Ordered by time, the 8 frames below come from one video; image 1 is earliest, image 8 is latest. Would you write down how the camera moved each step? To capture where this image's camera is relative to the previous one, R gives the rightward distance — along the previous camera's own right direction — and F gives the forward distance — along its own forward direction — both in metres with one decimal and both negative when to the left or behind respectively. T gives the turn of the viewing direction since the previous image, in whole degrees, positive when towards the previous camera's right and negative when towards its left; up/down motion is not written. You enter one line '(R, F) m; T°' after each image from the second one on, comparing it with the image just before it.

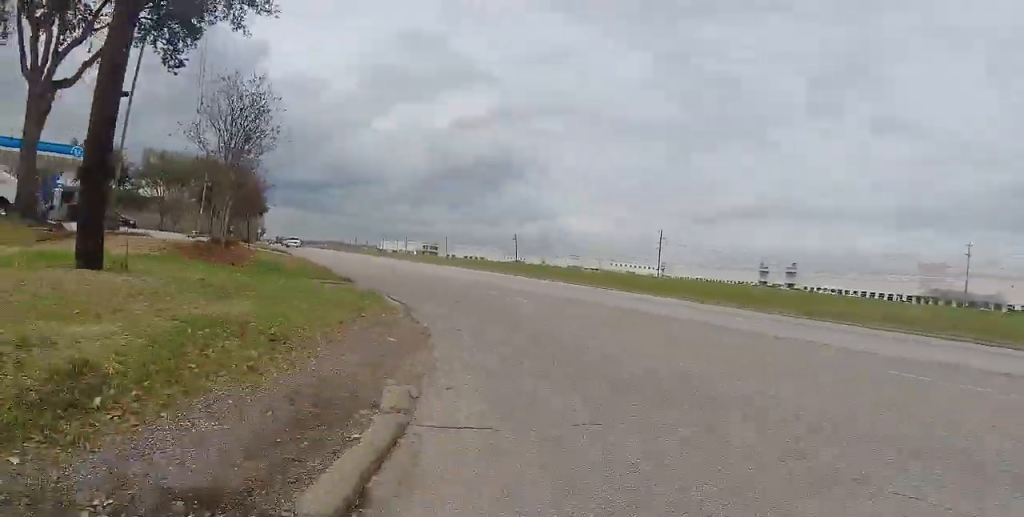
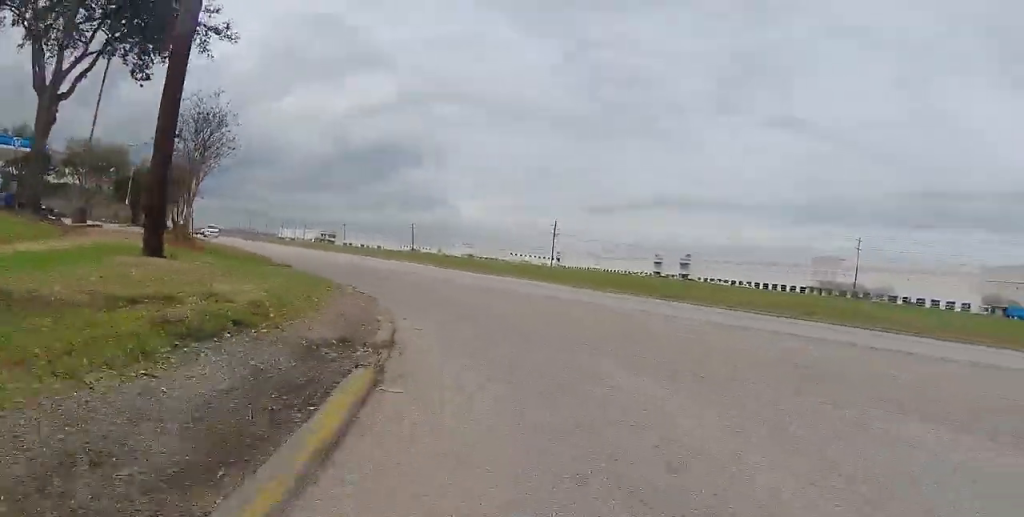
(+0.1, +3.6) m; +7°
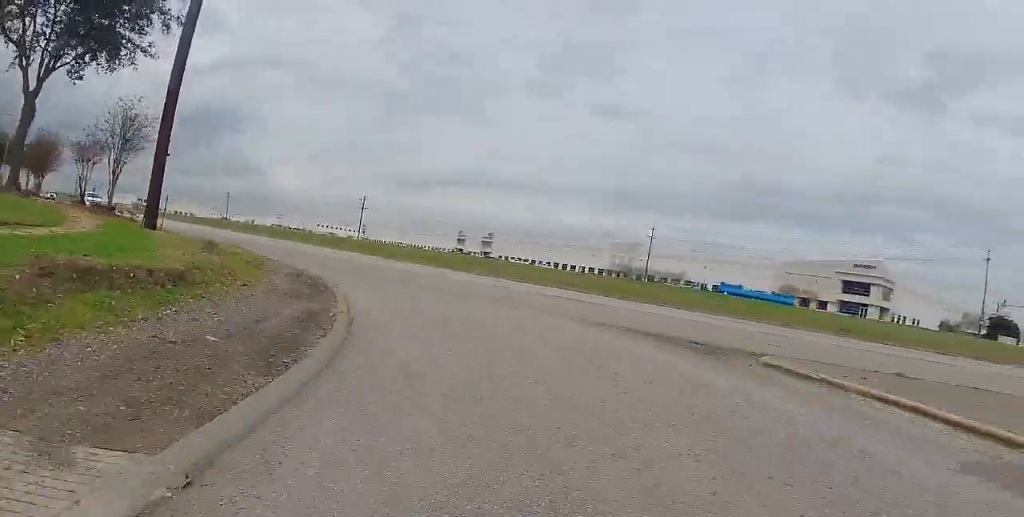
(+1.1, +6.7) m; +20°
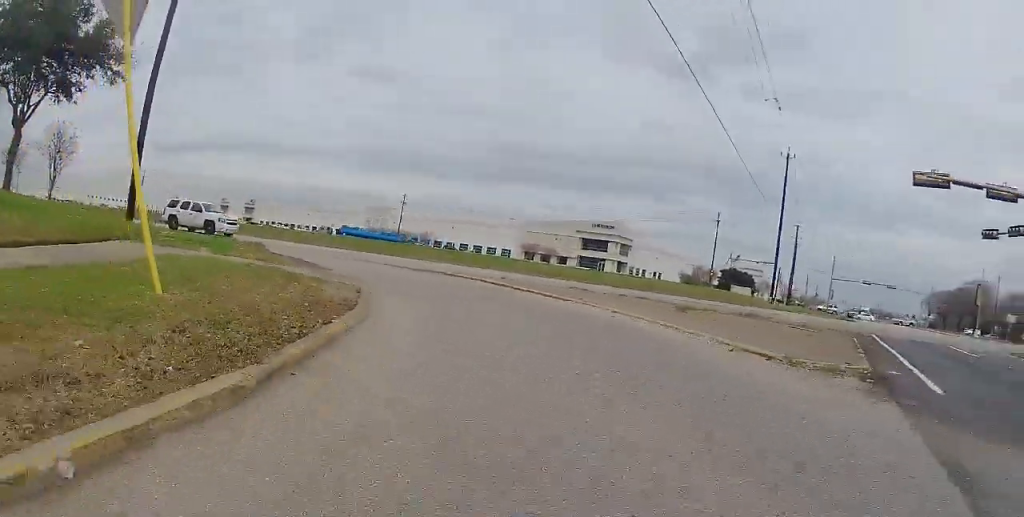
(+3.5, +12.0) m; +26°
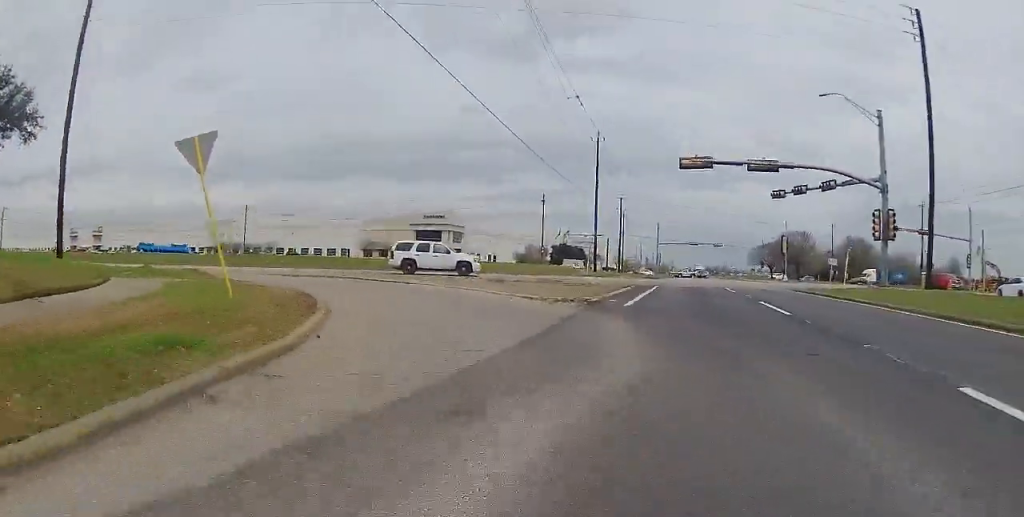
(+0.5, +6.3) m; +9°
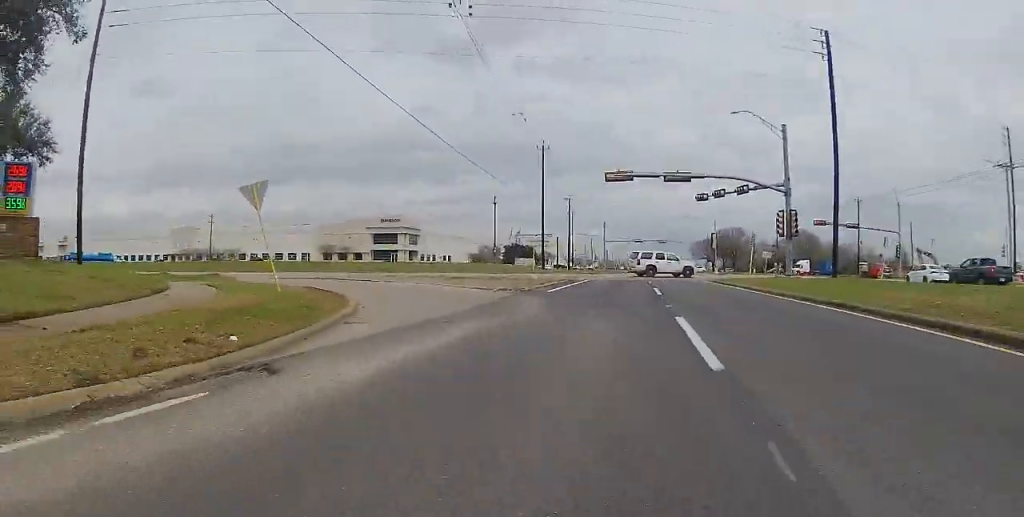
(+0.4, +5.4) m; +8°
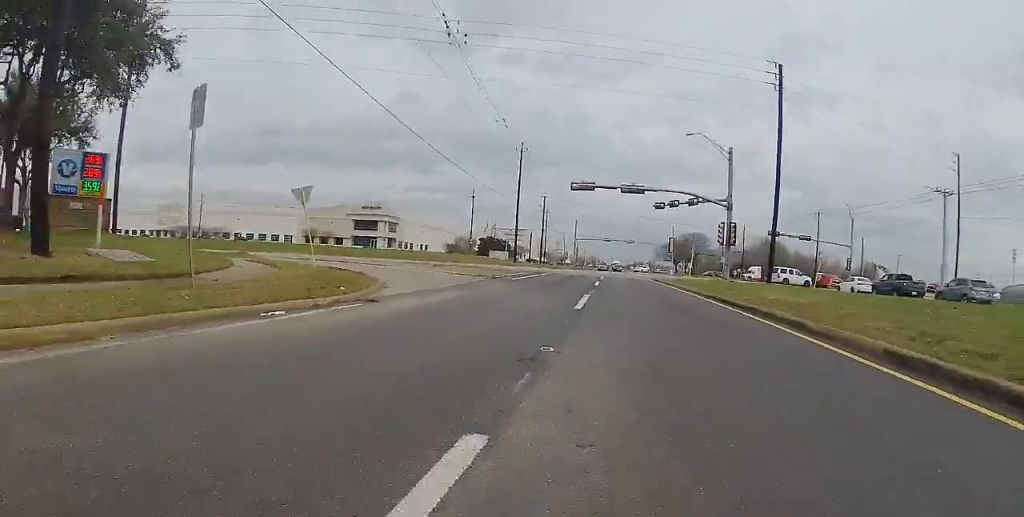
(+0.4, +5.7) m; +7°
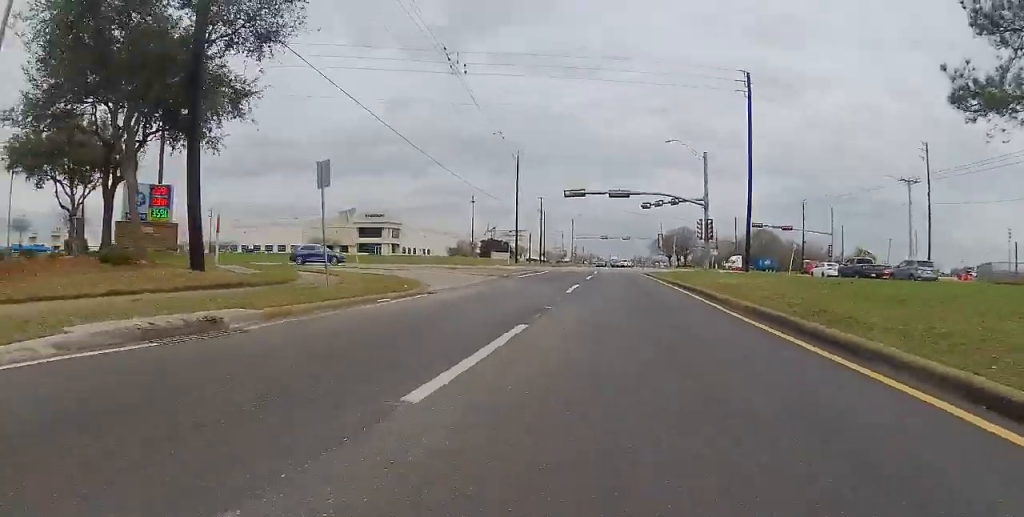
(+0.3, +5.2) m; +4°
